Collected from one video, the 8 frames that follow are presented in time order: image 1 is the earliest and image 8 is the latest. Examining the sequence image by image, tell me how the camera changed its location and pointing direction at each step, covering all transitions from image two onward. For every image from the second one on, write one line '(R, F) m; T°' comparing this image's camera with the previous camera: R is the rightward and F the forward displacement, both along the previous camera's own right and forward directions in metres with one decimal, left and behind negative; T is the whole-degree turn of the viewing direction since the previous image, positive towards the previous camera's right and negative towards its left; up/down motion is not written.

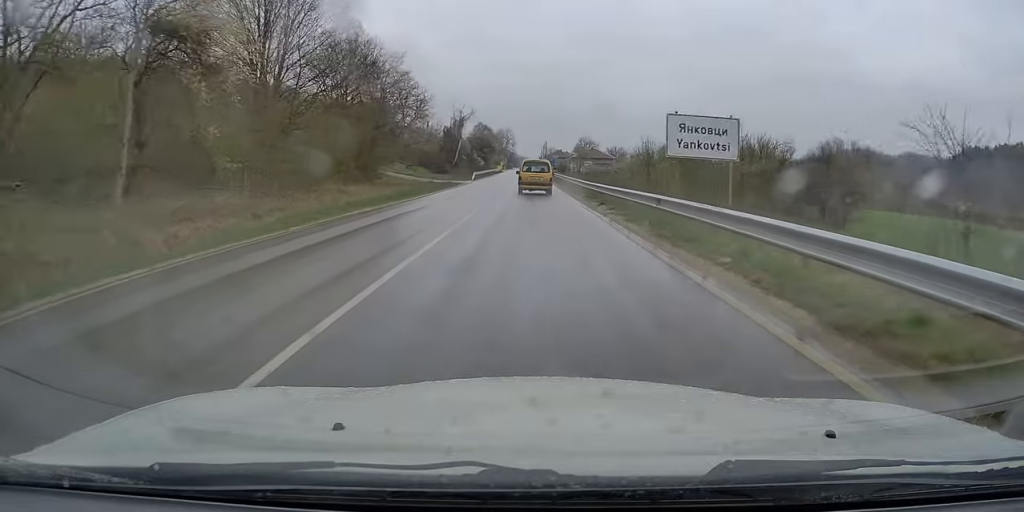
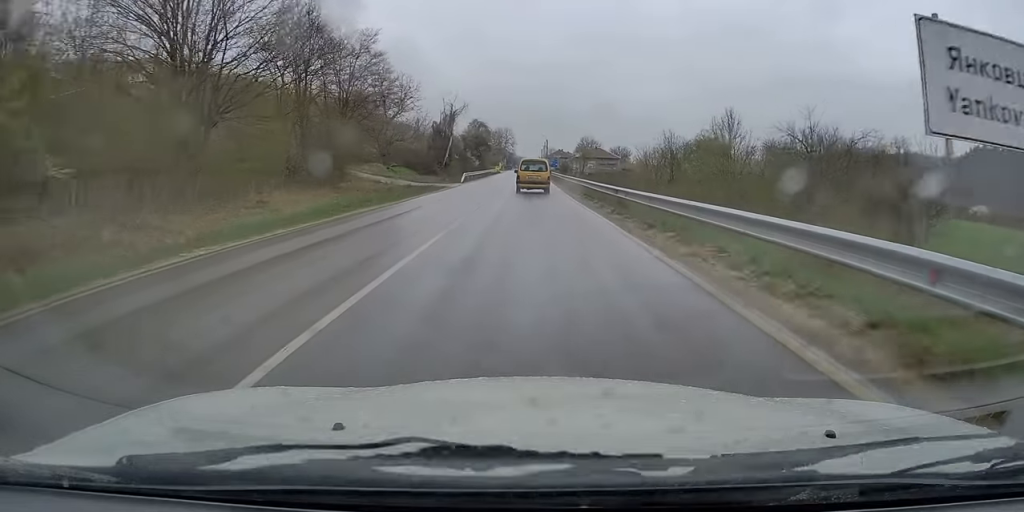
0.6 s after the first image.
(0.0, +10.5) m; 0°
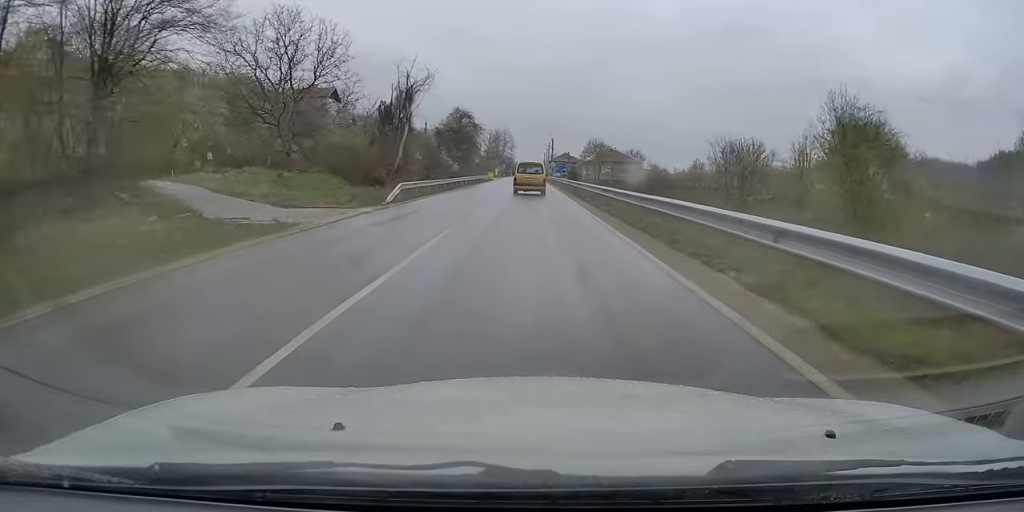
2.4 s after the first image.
(-0.4, +29.4) m; -2°
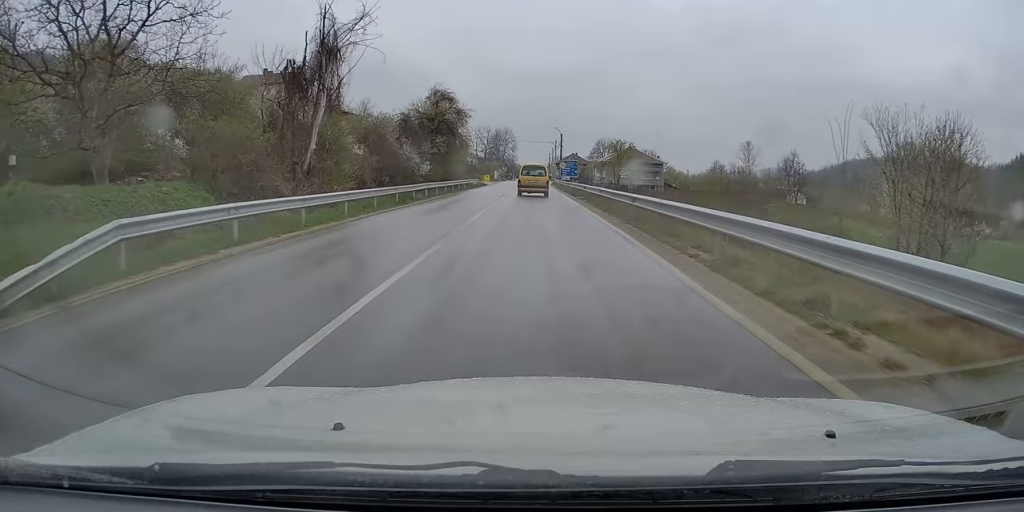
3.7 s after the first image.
(+0.1, +21.2) m; +1°
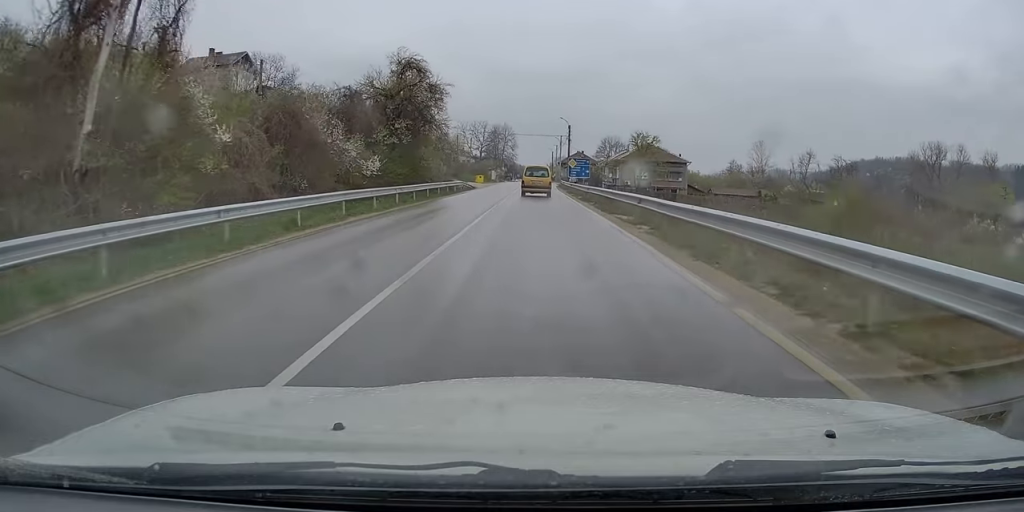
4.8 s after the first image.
(+0.1, +16.3) m; 0°
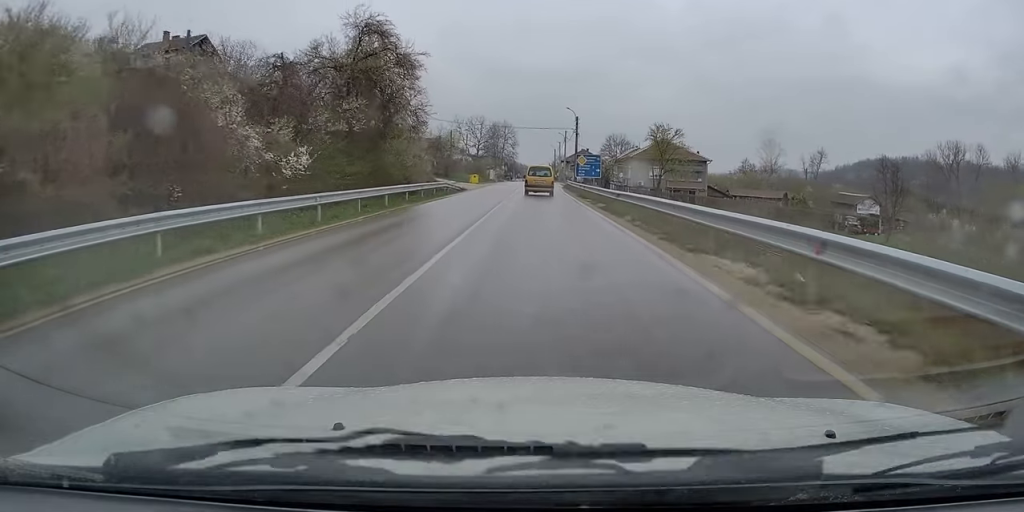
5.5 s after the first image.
(0.0, +10.5) m; -1°
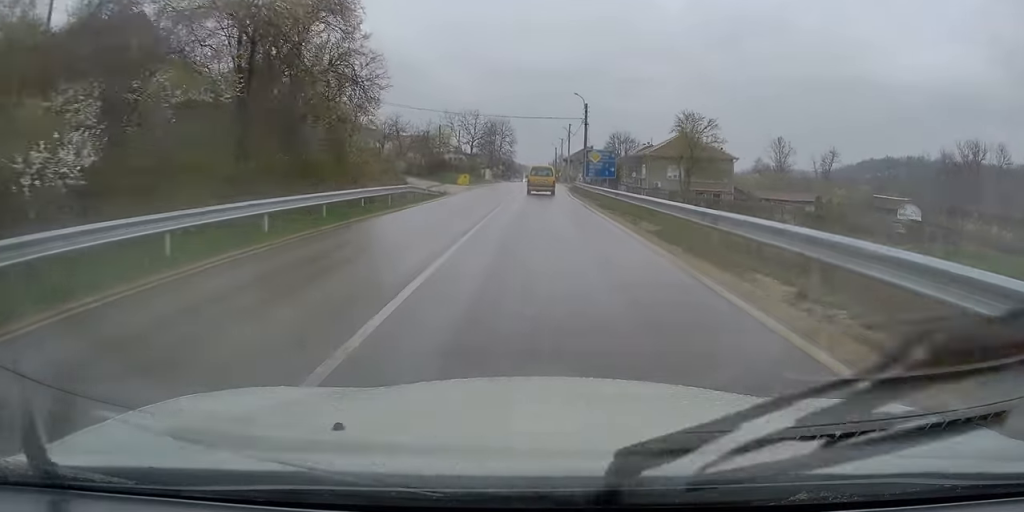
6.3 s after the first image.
(-0.2, +11.8) m; +1°
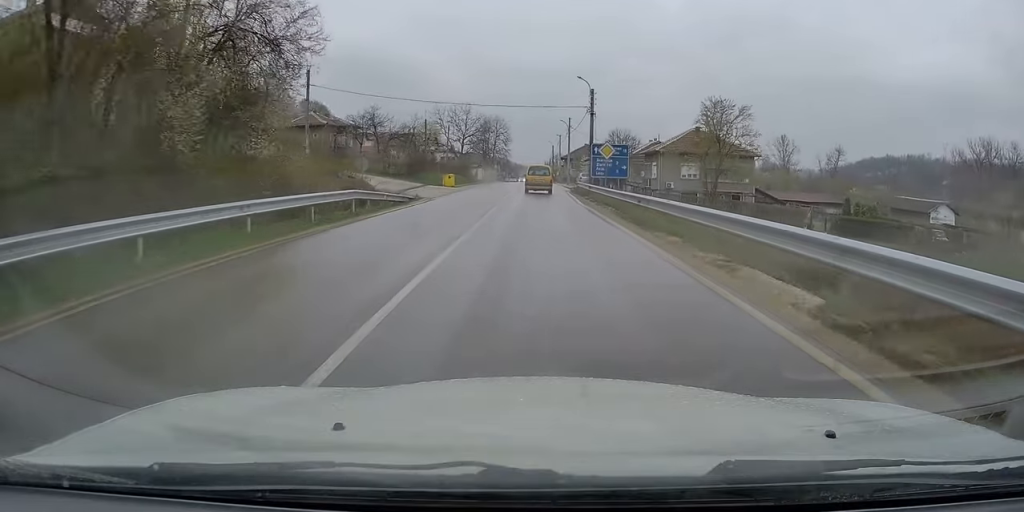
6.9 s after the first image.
(+0.1, +8.7) m; 0°
